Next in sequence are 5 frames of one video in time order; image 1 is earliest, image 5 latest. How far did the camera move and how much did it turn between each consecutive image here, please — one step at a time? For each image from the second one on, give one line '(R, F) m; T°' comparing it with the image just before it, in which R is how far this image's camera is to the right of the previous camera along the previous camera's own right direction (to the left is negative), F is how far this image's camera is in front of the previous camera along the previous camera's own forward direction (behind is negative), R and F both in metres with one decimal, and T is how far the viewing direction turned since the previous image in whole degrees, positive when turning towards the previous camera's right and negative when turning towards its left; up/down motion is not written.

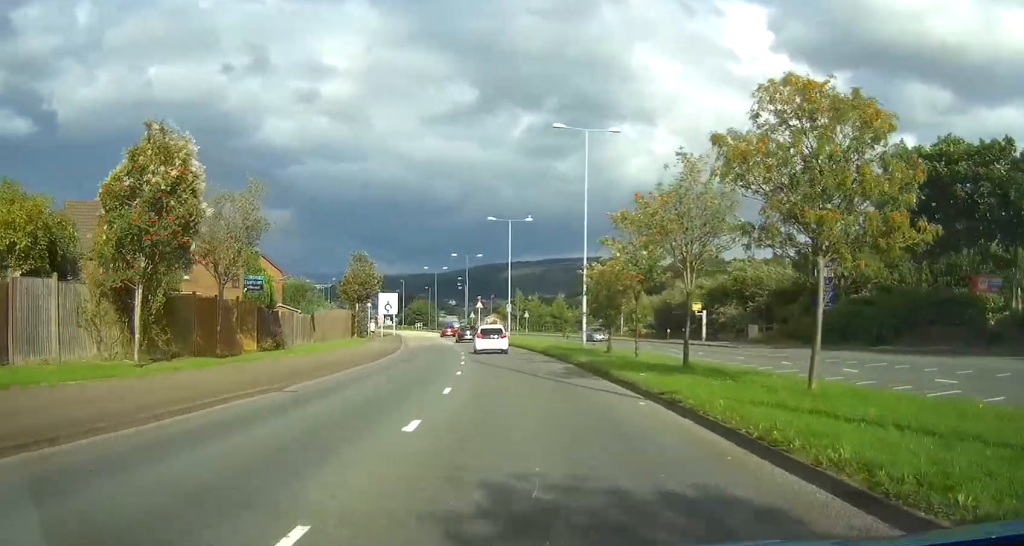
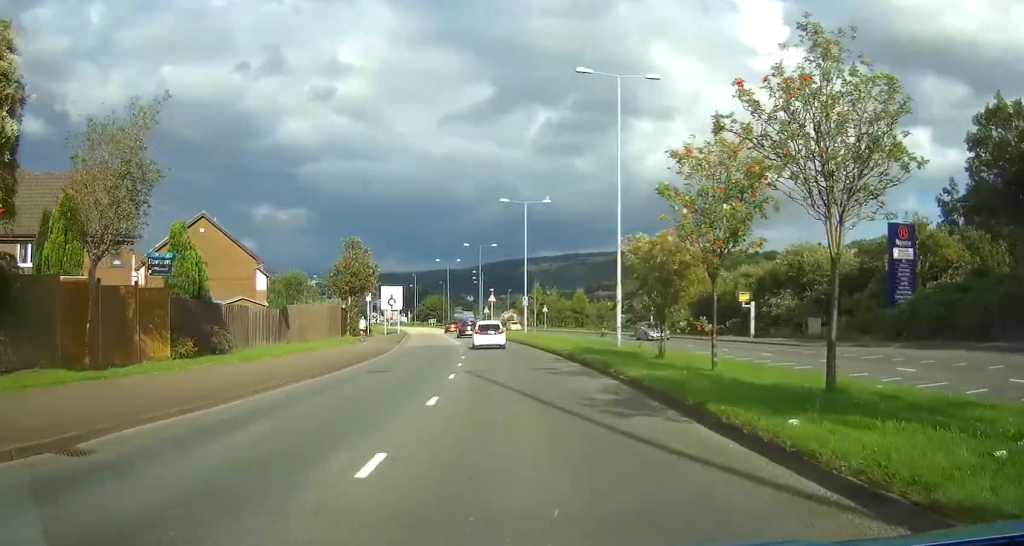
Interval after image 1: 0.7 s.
(-0.1, +9.1) m; -2°
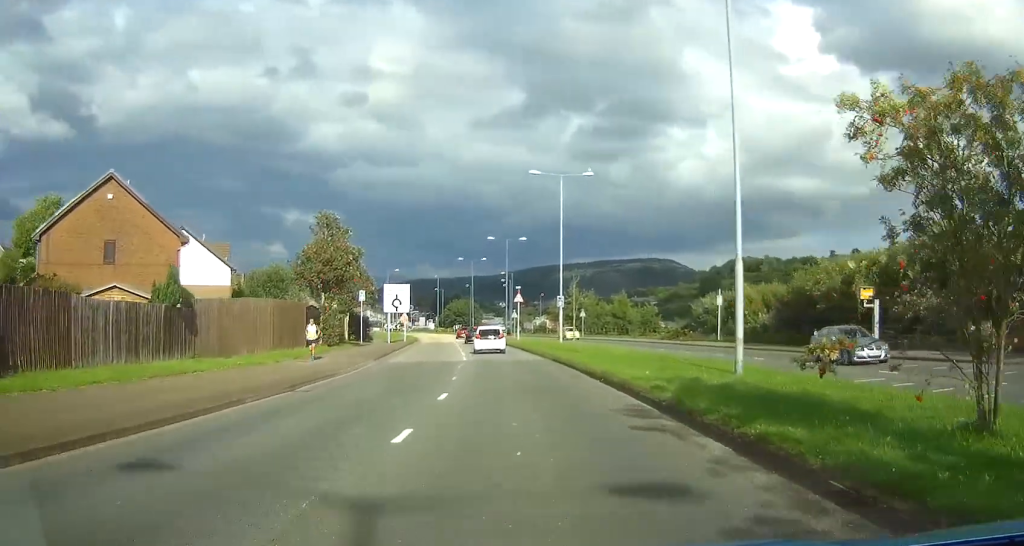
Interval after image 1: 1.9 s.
(-0.4, +15.8) m; -3°
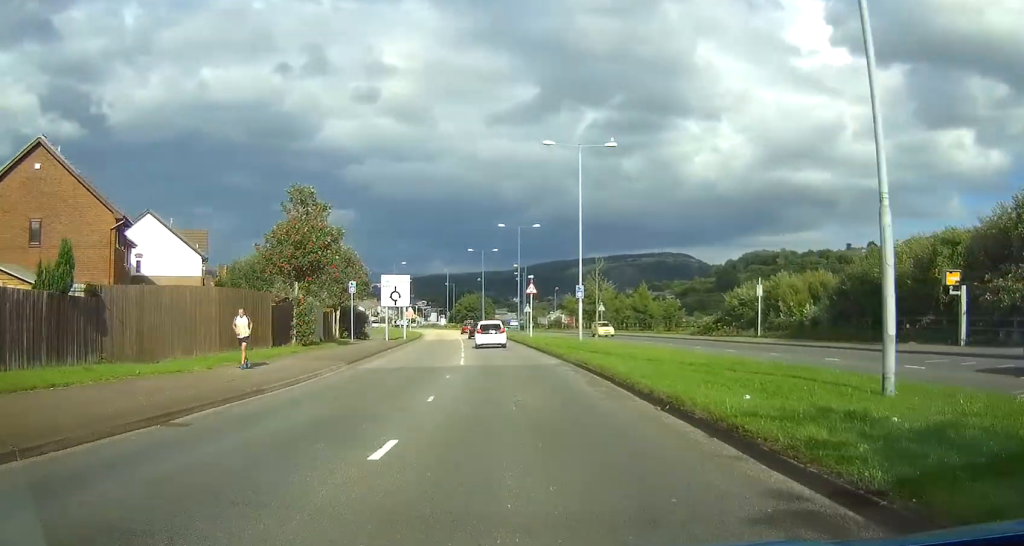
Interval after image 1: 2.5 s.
(0.0, +7.5) m; -1°
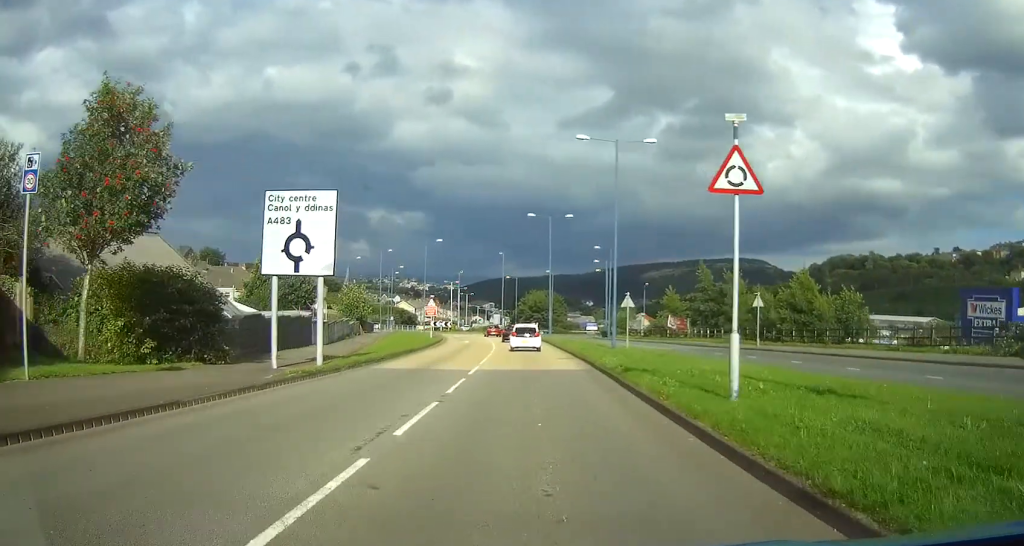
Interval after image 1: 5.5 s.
(-1.9, +40.9) m; -5°
